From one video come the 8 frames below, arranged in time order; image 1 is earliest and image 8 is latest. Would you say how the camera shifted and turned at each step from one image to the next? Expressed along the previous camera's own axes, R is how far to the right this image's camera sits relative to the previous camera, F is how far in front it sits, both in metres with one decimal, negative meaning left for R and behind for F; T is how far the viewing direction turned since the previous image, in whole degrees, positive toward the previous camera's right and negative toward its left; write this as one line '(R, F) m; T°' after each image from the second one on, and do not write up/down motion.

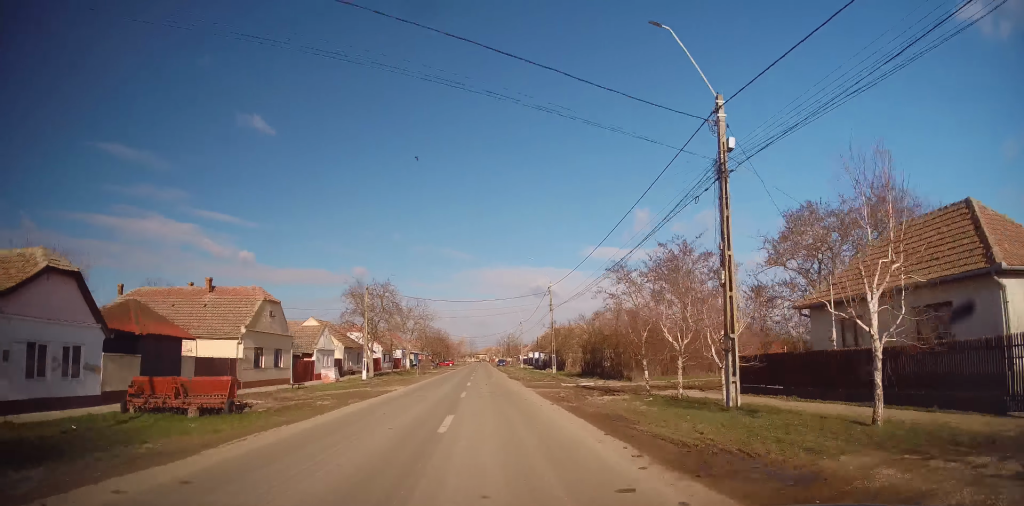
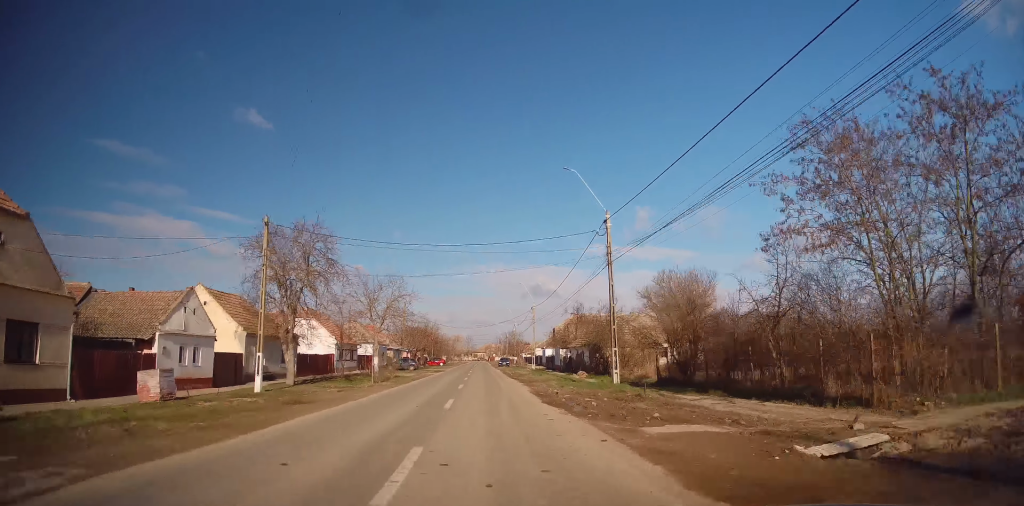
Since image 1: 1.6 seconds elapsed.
(+0.1, +22.2) m; -1°
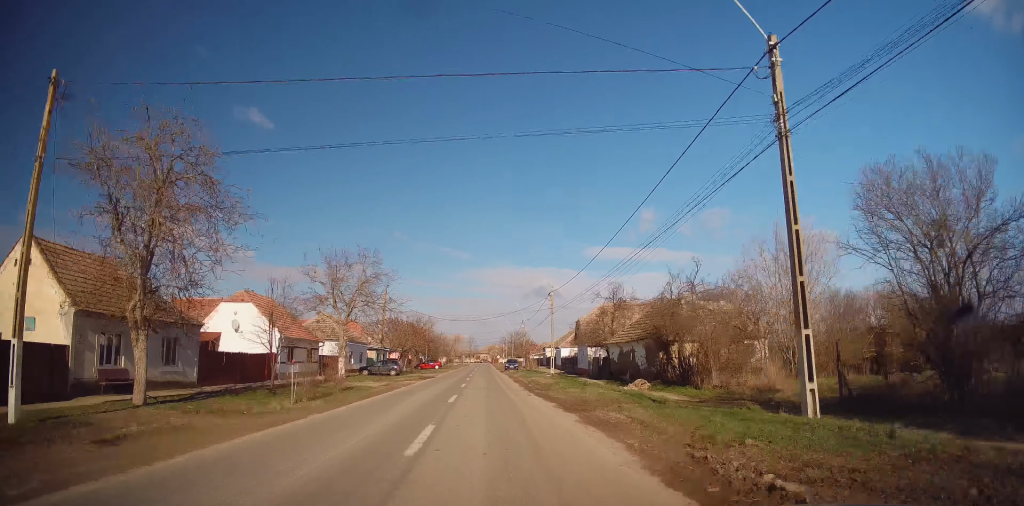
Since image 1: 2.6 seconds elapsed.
(-0.3, +15.2) m; 0°
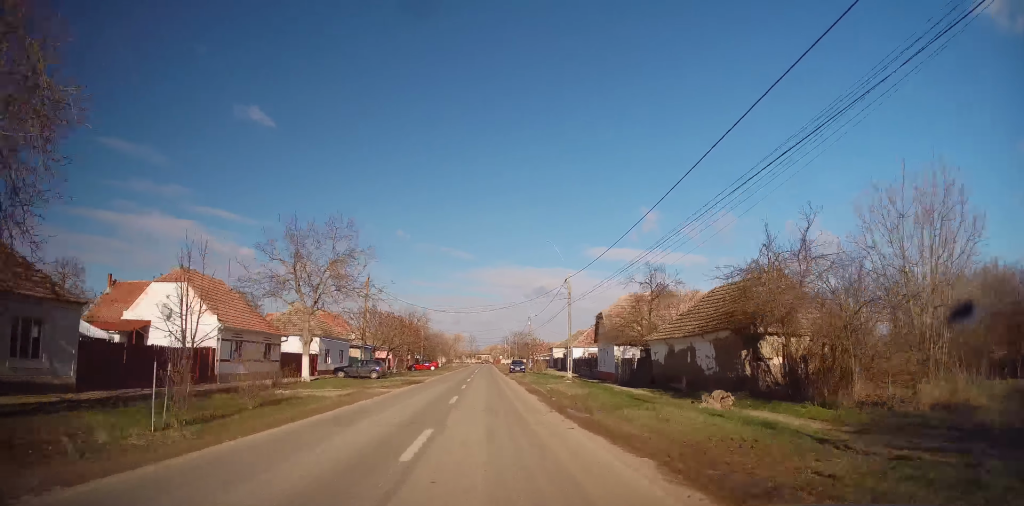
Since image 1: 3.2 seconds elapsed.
(+0.3, +9.1) m; +1°
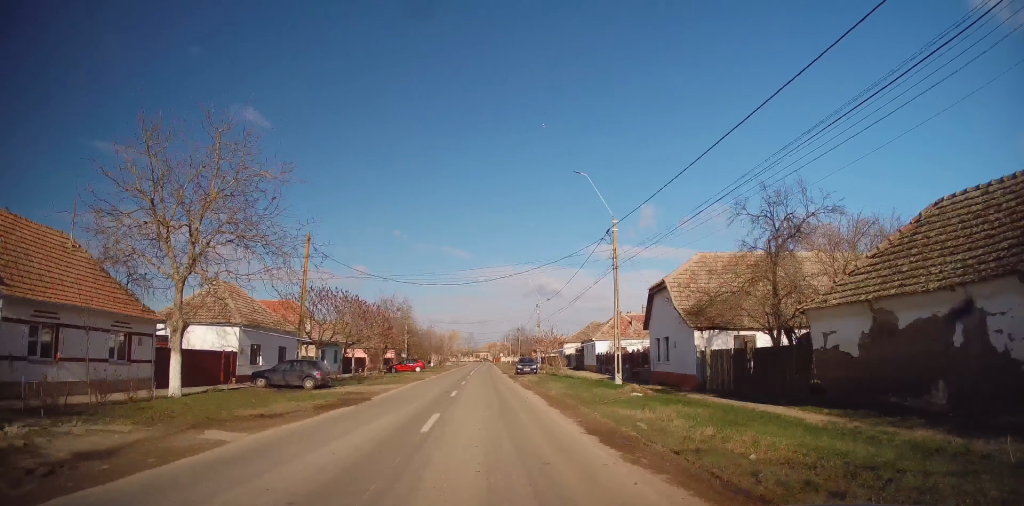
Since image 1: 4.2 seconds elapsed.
(-0.2, +15.1) m; -1°
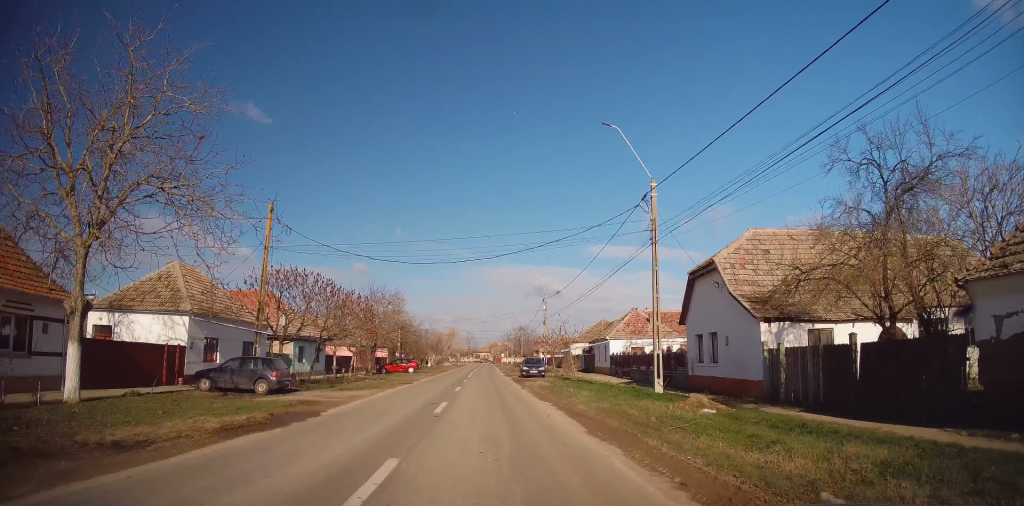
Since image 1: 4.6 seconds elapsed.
(0.0, +6.4) m; 0°
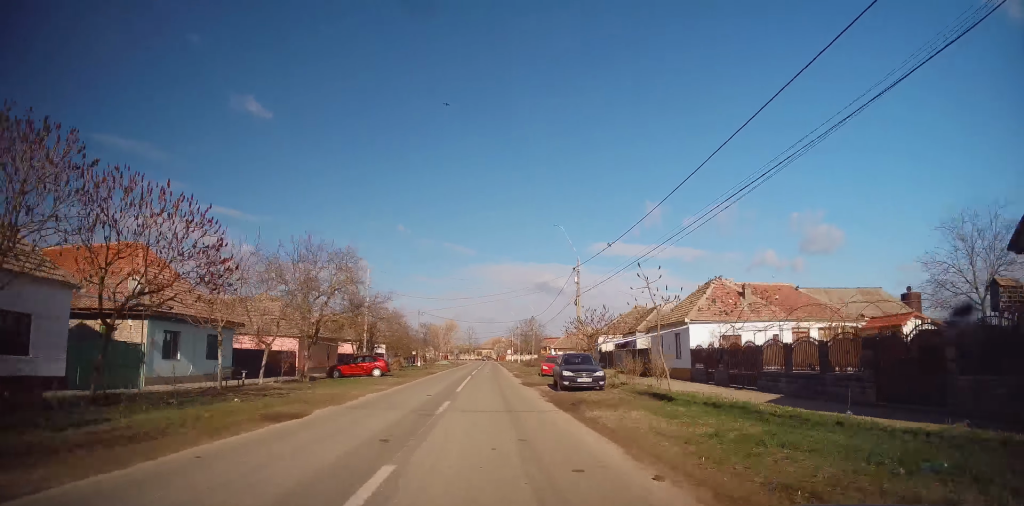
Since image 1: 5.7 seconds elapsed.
(0.0, +17.8) m; 0°
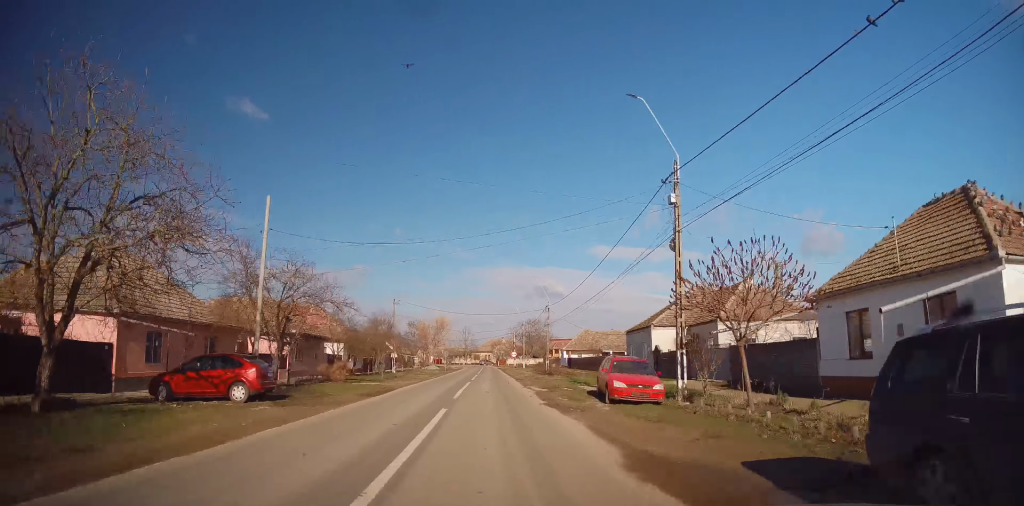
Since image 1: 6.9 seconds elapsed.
(0.0, +20.2) m; +1°
